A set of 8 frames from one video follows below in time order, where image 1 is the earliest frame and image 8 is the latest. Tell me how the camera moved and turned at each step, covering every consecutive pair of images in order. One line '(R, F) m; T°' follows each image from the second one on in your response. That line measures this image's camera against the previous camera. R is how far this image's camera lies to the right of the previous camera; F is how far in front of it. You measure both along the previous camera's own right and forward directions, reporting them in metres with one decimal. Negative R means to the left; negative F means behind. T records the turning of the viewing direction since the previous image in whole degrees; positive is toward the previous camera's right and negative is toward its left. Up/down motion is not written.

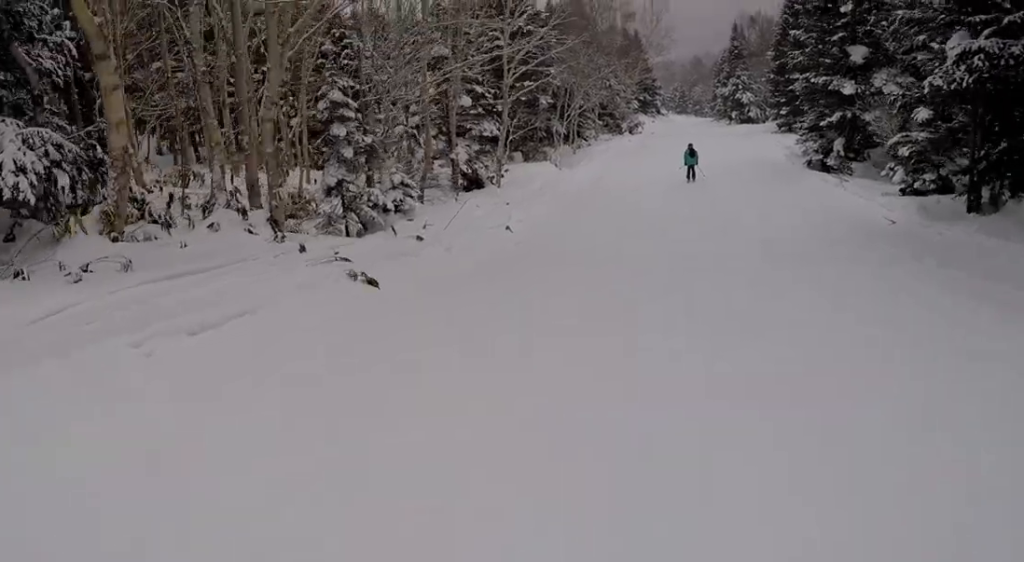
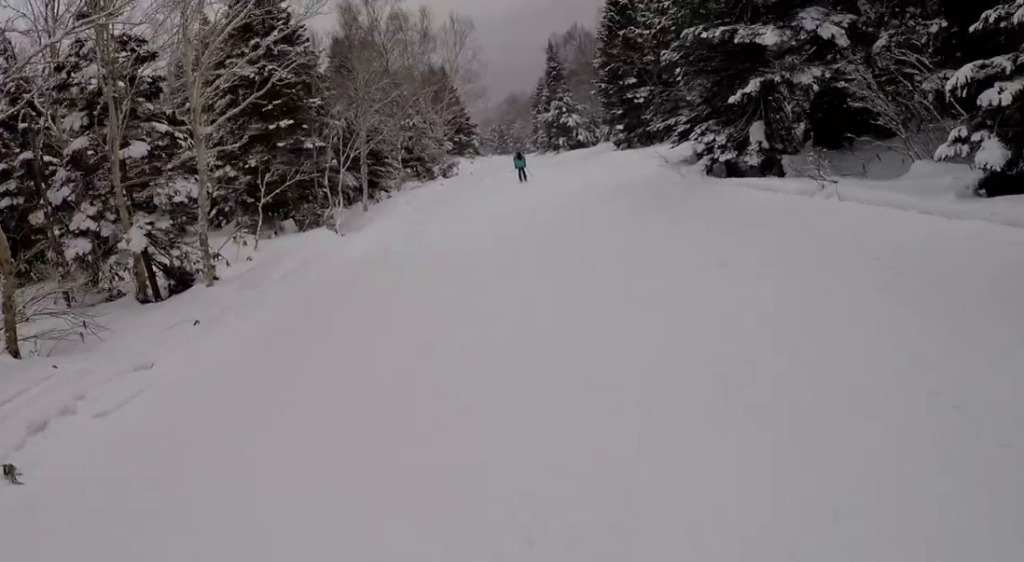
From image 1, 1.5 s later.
(+0.9, +11.8) m; +10°
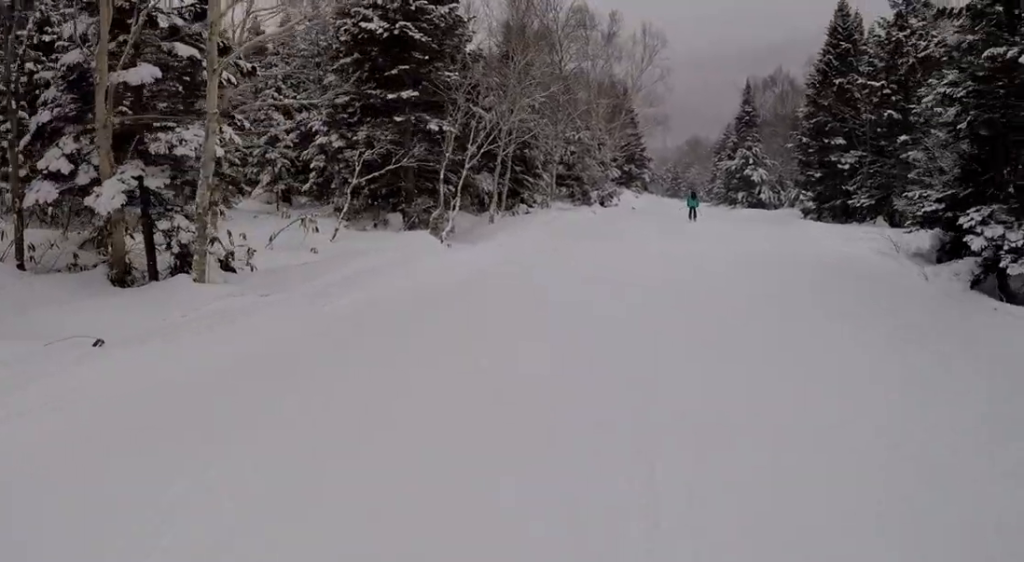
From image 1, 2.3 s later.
(+0.1, +5.7) m; -8°
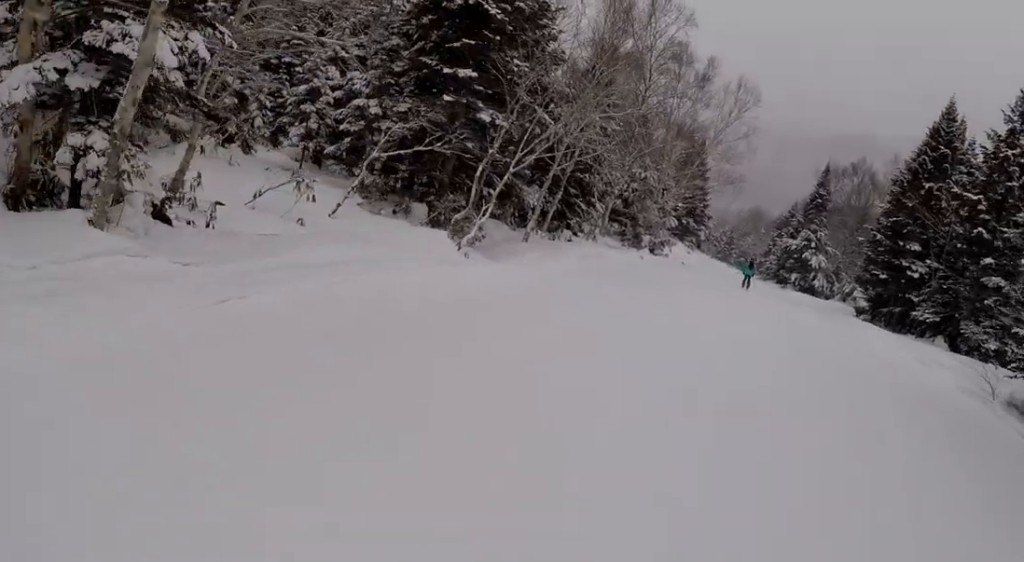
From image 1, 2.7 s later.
(-0.1, +3.1) m; -2°
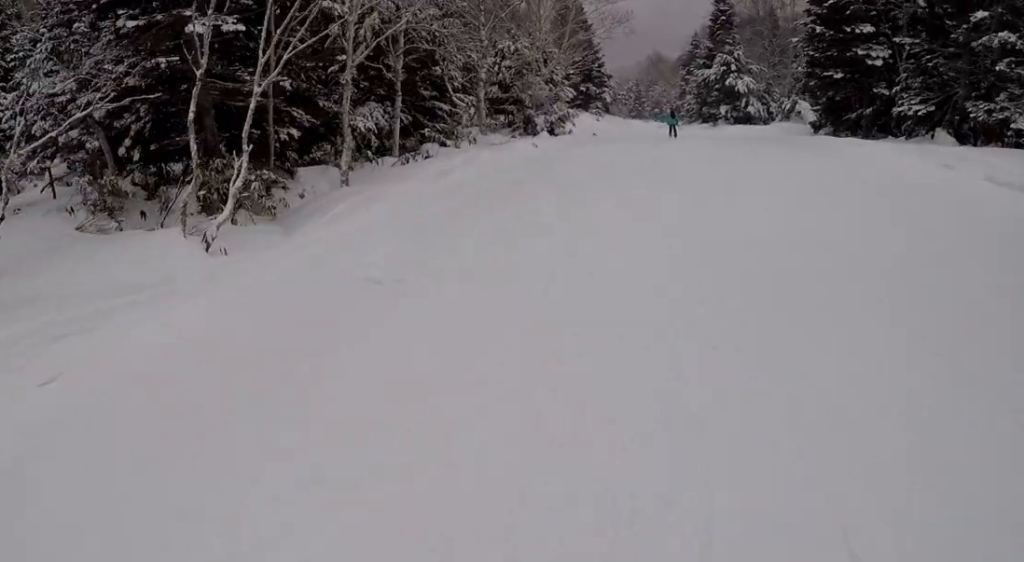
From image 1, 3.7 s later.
(-0.9, +7.3) m; +3°
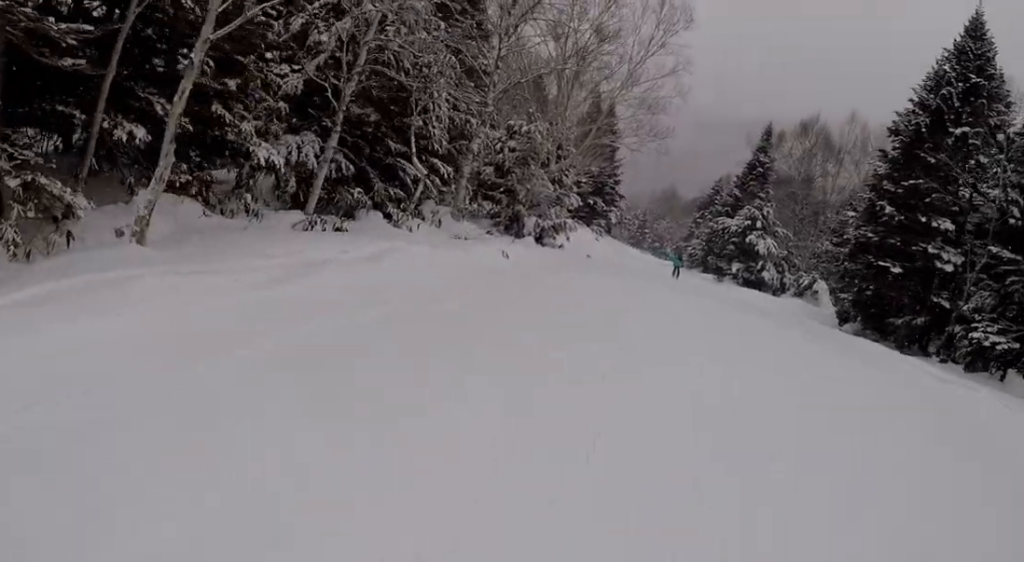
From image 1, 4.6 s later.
(+1.1, +6.8) m; +12°
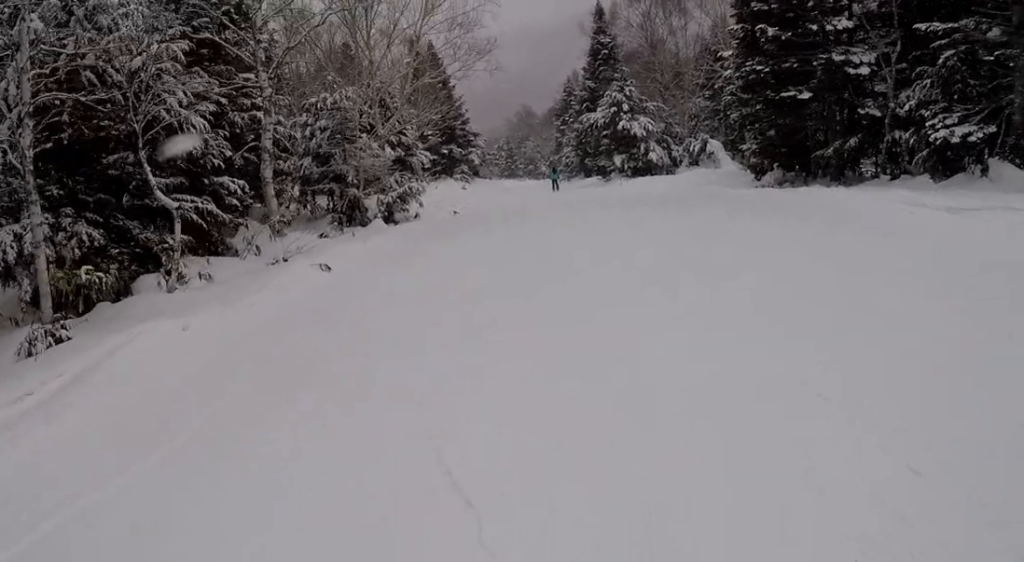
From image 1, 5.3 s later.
(+0.3, +4.7) m; 0°
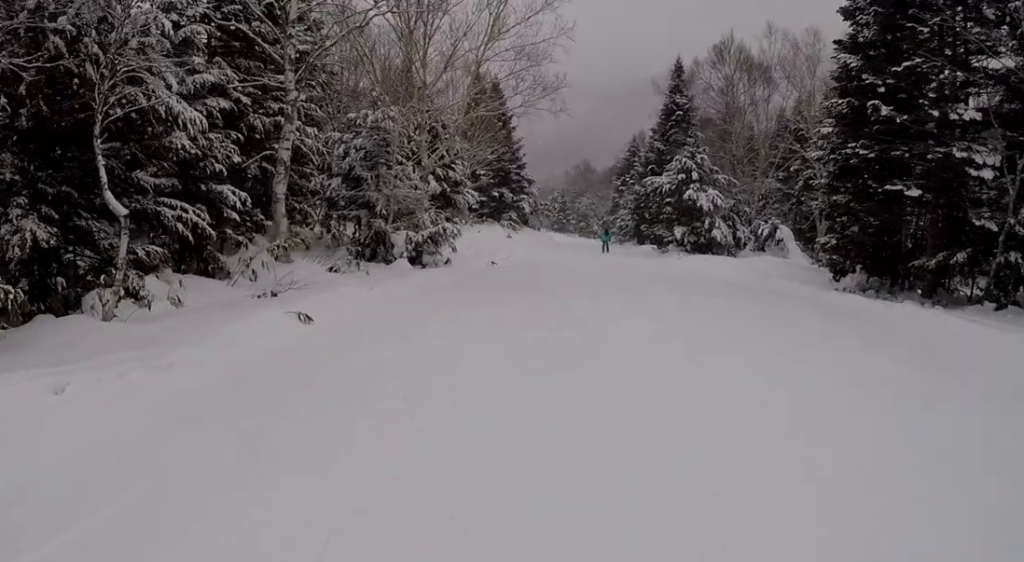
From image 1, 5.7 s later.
(0.0, +2.8) m; -3°
